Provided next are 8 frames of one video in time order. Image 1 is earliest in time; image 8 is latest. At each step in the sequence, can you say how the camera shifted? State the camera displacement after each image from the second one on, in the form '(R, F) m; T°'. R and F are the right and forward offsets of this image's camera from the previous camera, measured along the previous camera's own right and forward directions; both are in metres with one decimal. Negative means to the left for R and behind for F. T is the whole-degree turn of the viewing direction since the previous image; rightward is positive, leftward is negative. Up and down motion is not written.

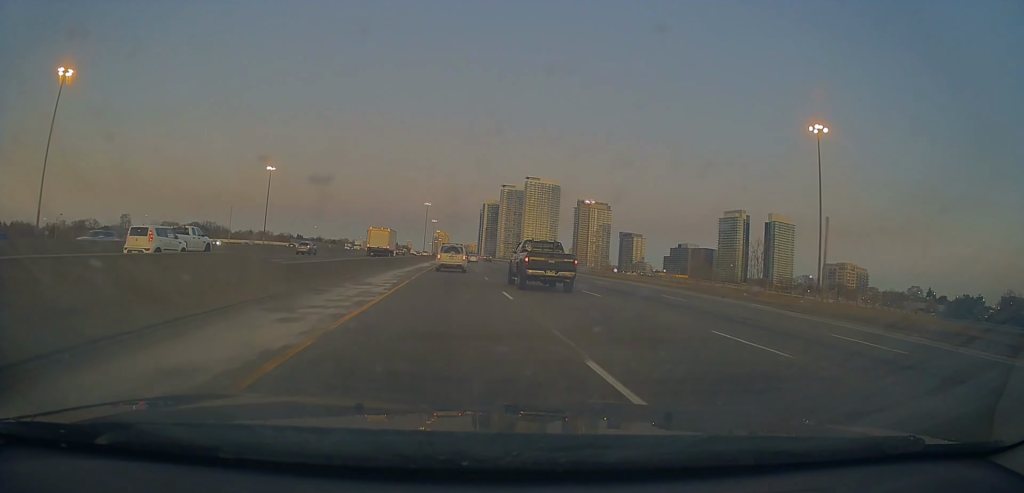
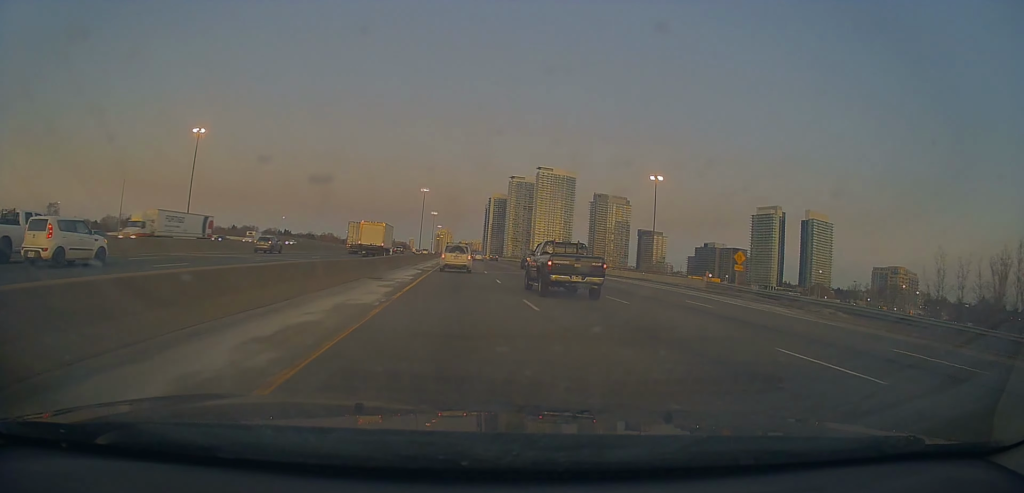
(+0.3, +75.5) m; 0°
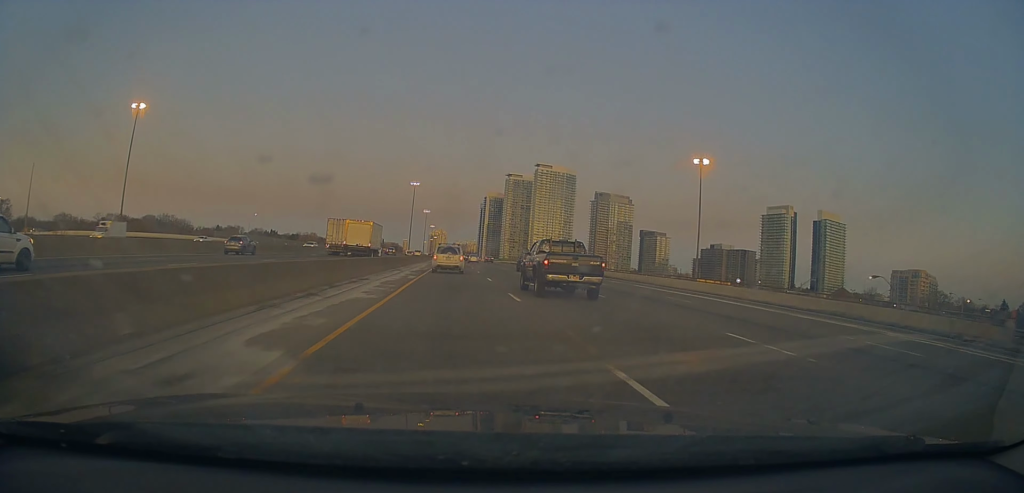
(-0.6, +34.2) m; -1°
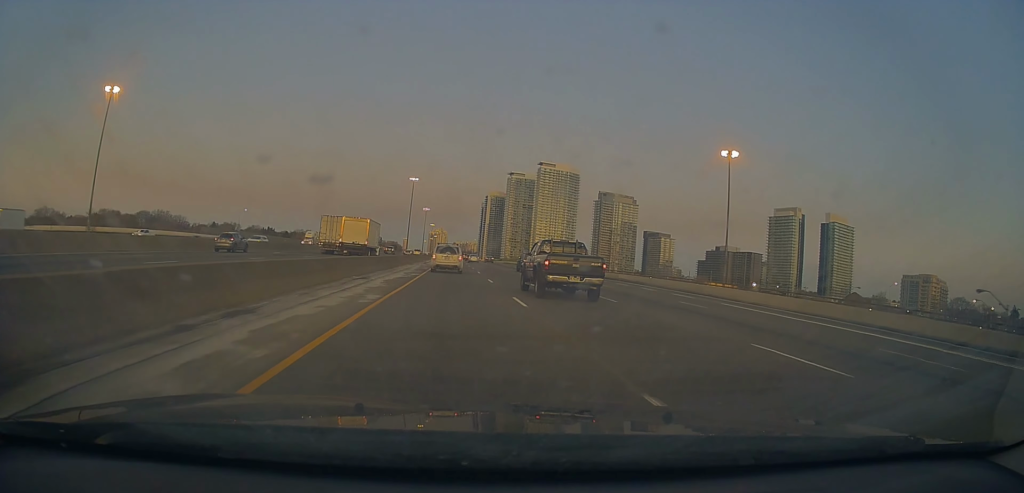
(-0.1, +13.8) m; +1°
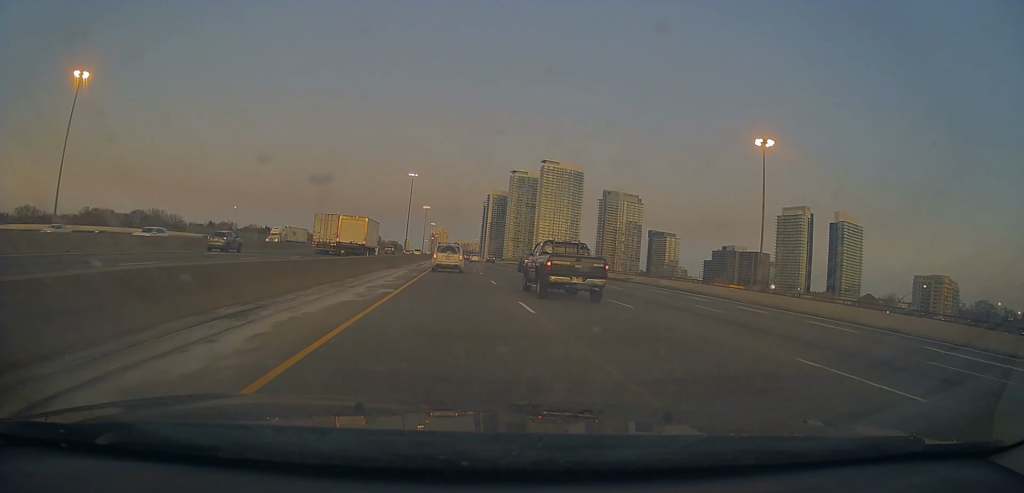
(0.0, +13.8) m; +1°
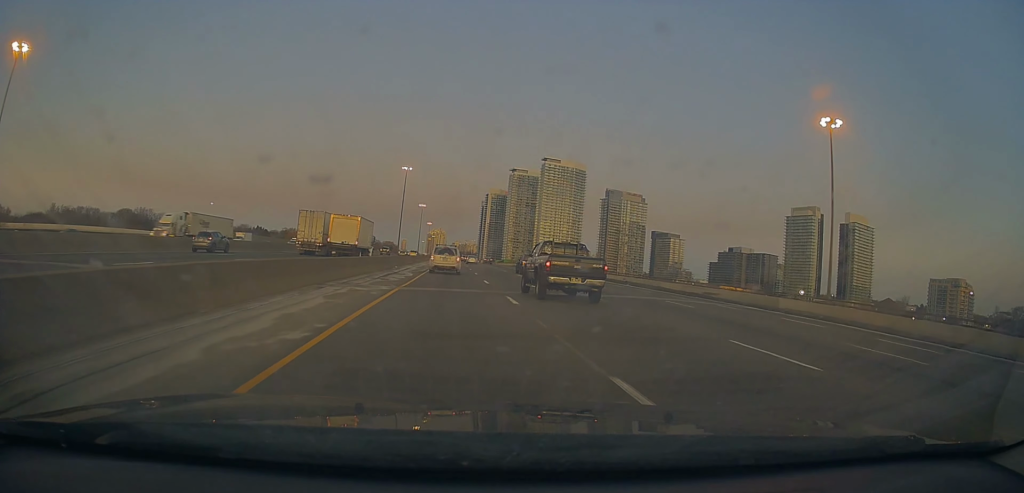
(+0.4, +21.8) m; +1°
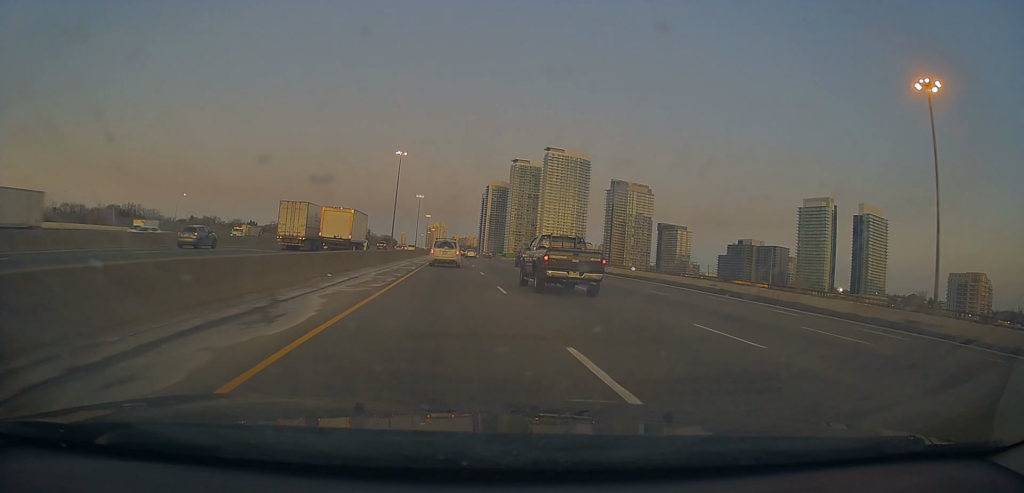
(0.0, +22.6) m; -1°
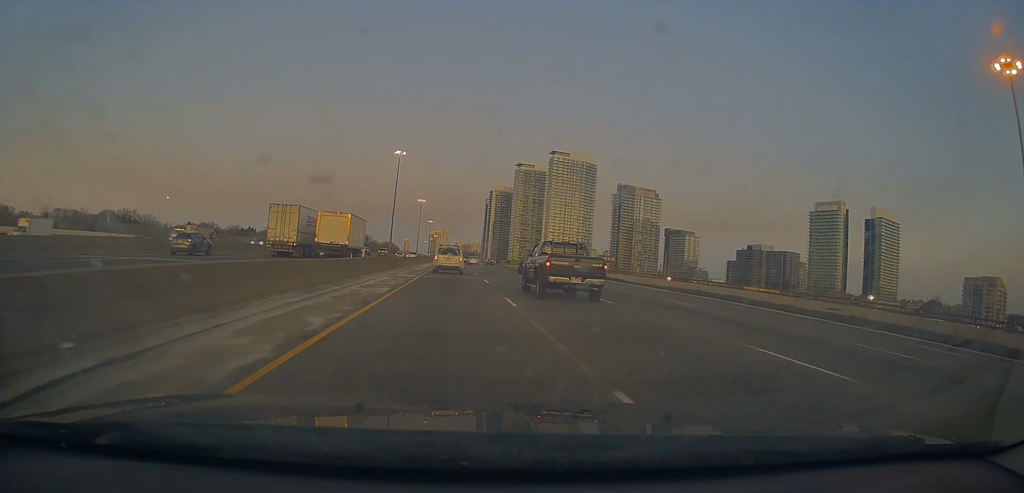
(-0.1, +14.4) m; 0°
